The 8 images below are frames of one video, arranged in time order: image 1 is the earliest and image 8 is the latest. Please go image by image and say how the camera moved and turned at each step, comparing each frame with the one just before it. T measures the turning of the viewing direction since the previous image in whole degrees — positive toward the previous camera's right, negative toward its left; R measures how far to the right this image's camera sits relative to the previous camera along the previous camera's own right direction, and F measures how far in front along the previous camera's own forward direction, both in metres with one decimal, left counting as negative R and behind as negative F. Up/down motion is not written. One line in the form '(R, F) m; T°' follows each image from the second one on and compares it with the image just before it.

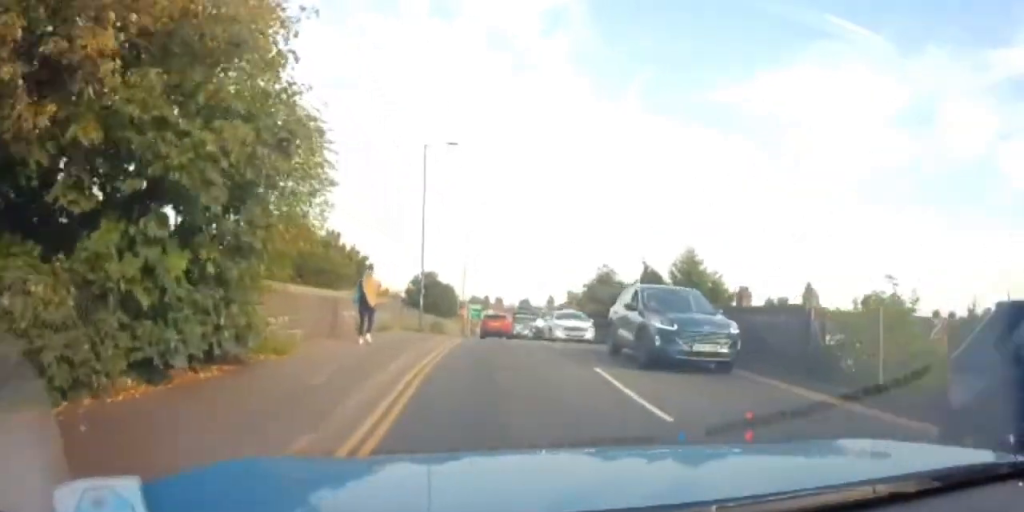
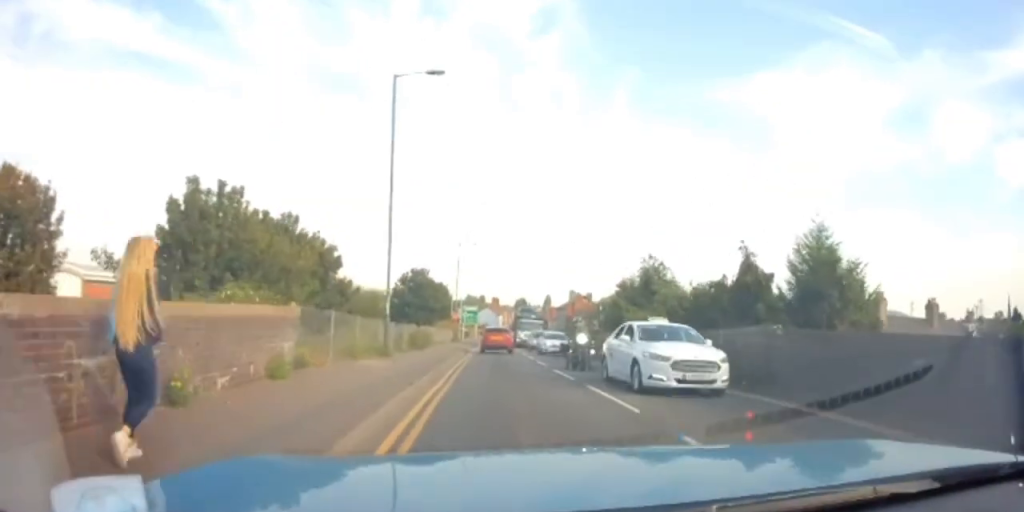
(-0.5, +10.2) m; 0°
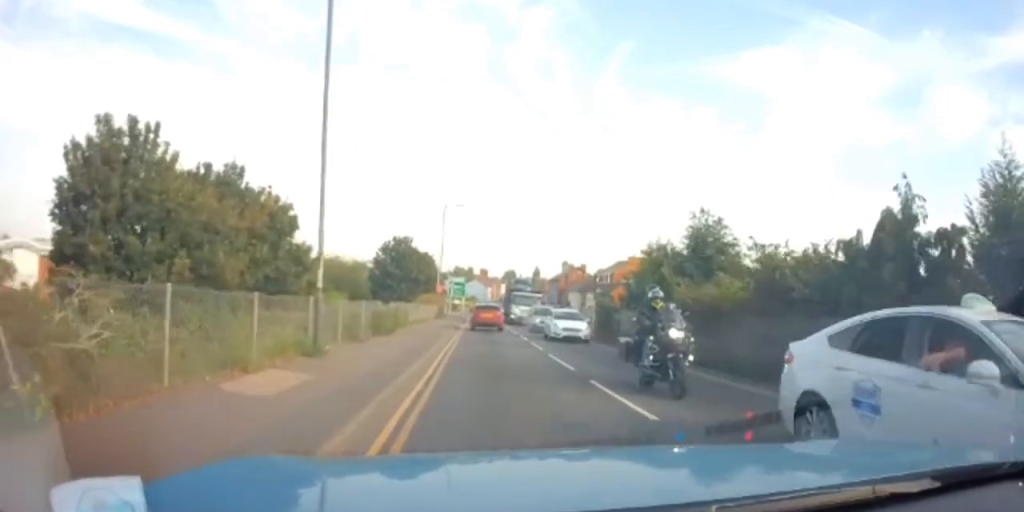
(+0.3, +7.3) m; +3°
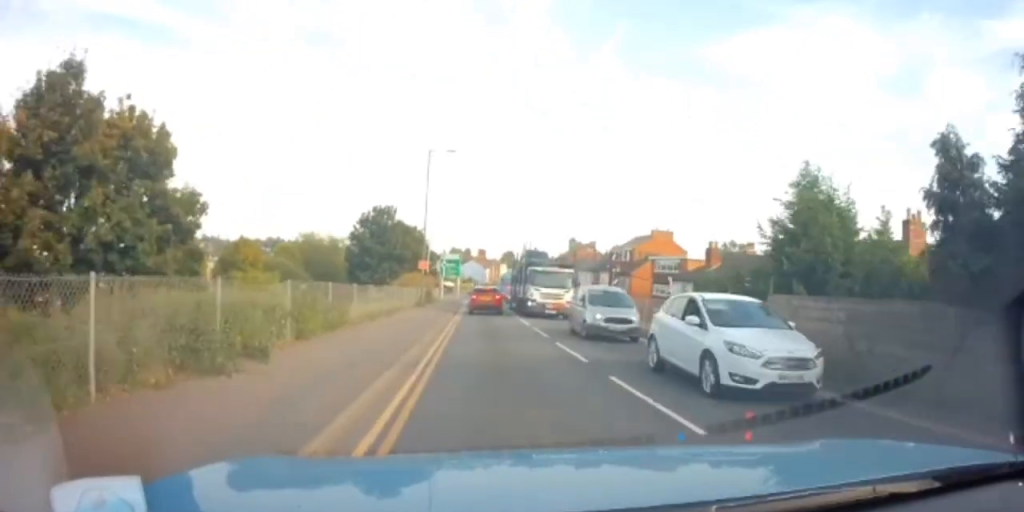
(+0.5, +13.8) m; +2°
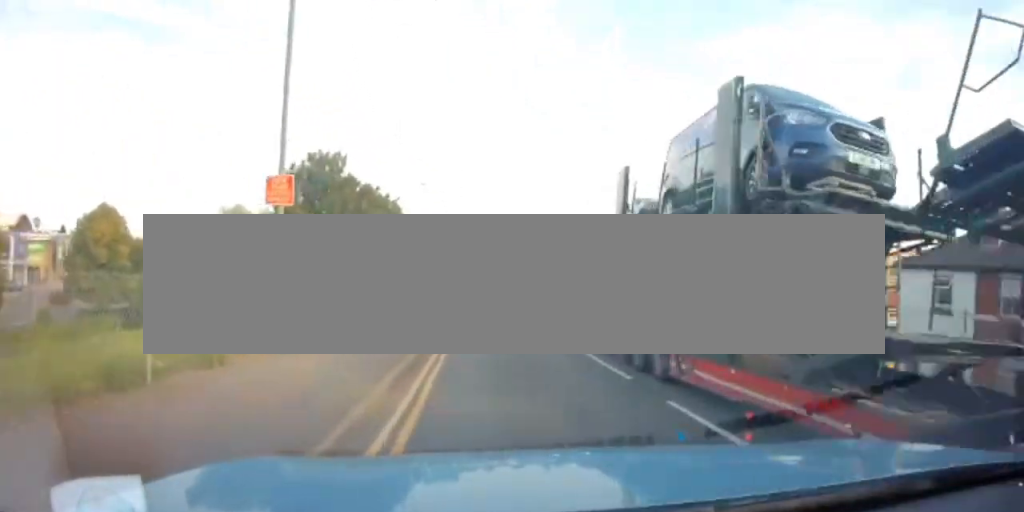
(-0.9, +26.1) m; -3°
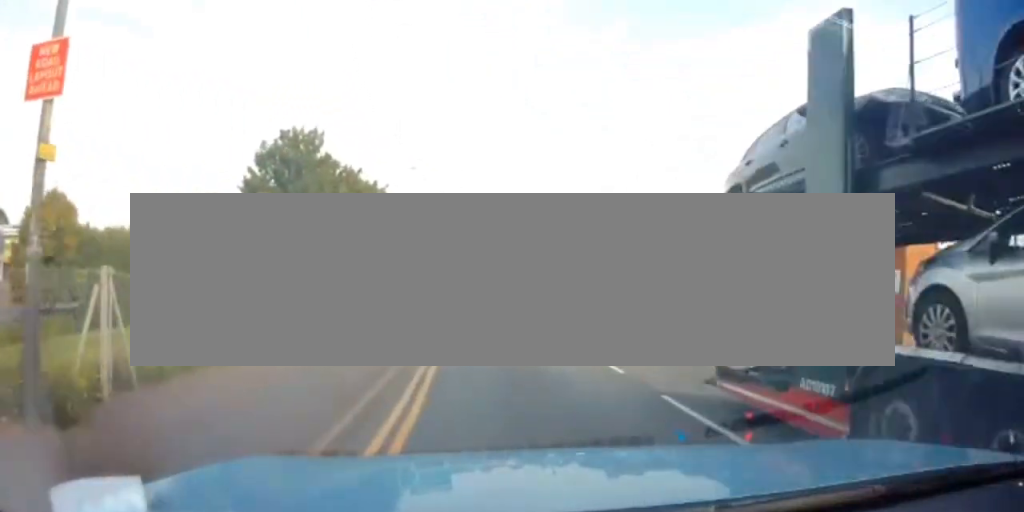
(0.0, +5.6) m; +1°
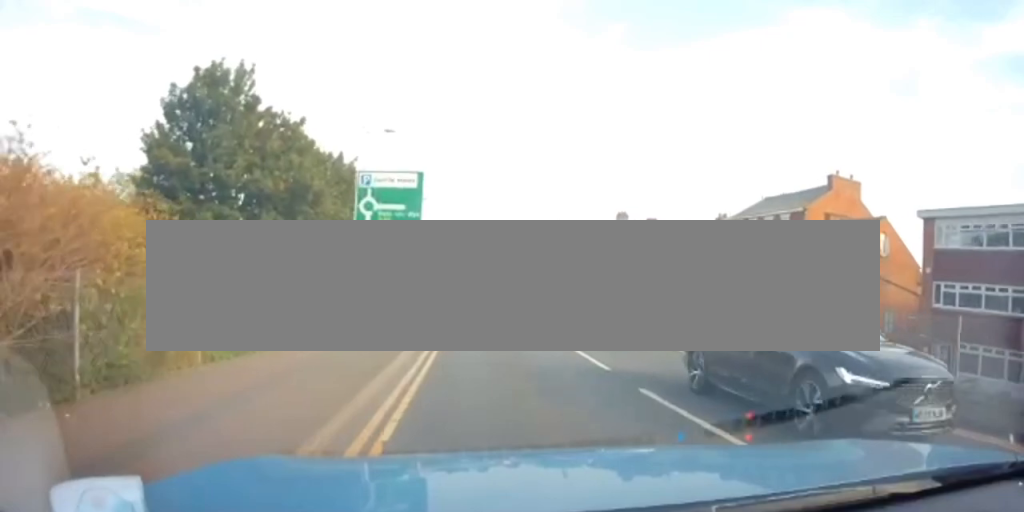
(+0.2, +11.2) m; +1°
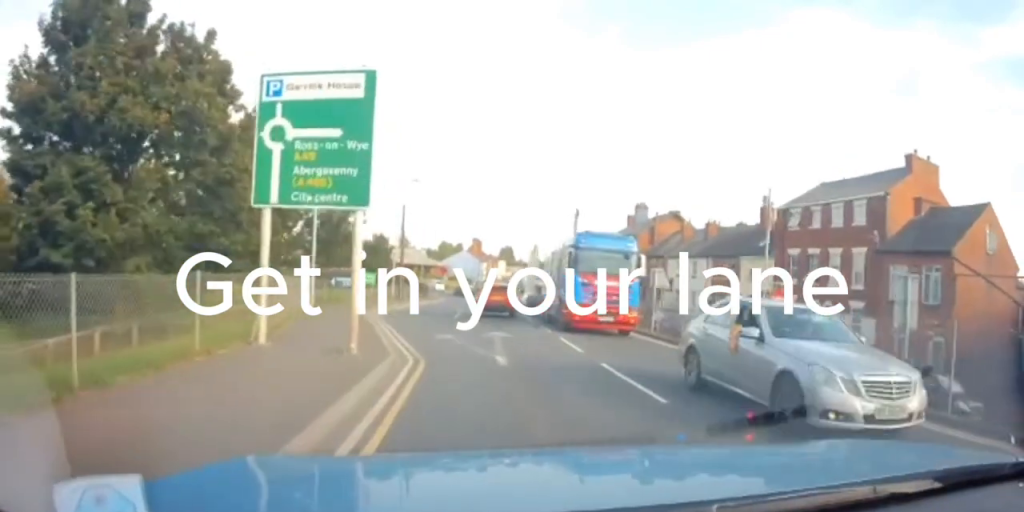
(0.0, +8.8) m; +1°
